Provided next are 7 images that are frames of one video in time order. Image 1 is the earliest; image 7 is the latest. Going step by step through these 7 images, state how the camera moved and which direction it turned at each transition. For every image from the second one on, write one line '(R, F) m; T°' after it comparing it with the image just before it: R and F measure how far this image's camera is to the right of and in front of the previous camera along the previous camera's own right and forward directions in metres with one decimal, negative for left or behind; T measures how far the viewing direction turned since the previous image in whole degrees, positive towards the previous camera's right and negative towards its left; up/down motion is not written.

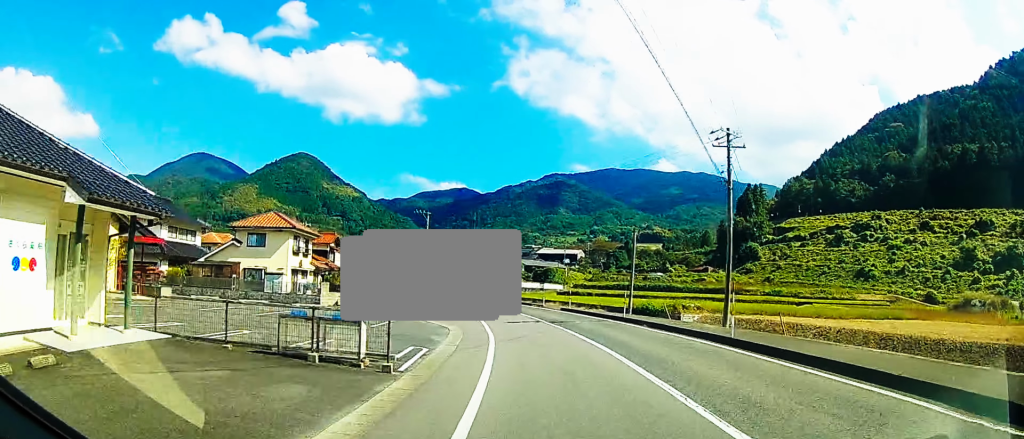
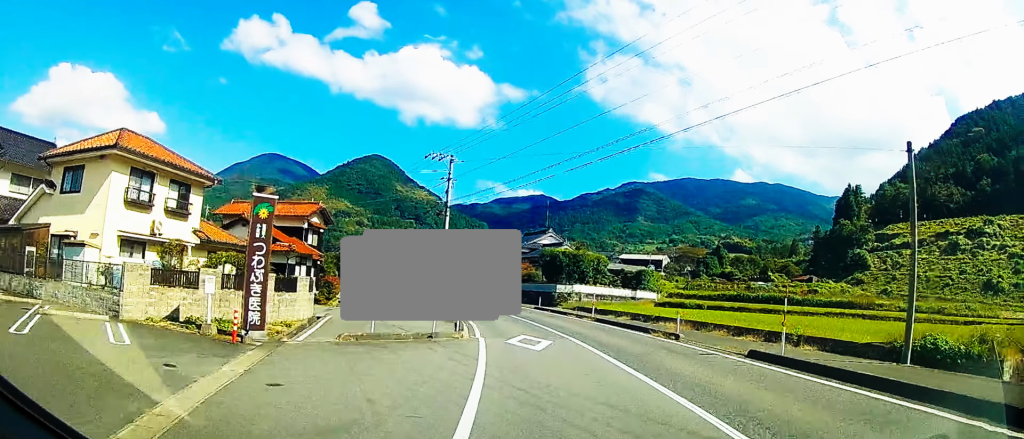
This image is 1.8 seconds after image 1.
(-1.6, +25.5) m; -7°
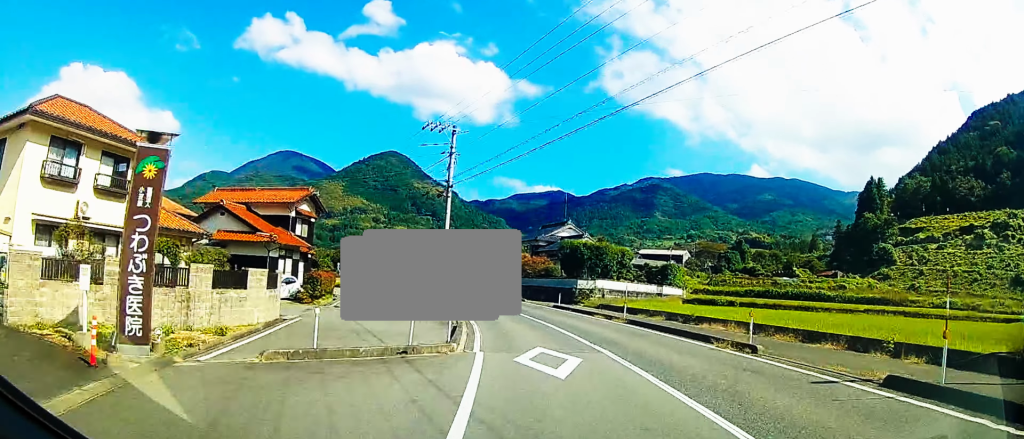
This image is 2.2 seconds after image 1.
(0.0, +5.2) m; -2°
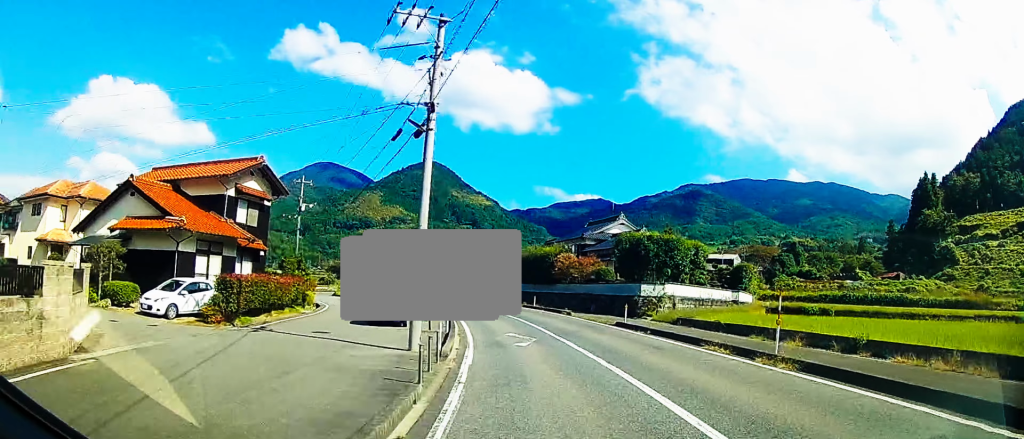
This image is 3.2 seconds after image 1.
(-0.5, +12.9) m; -4°
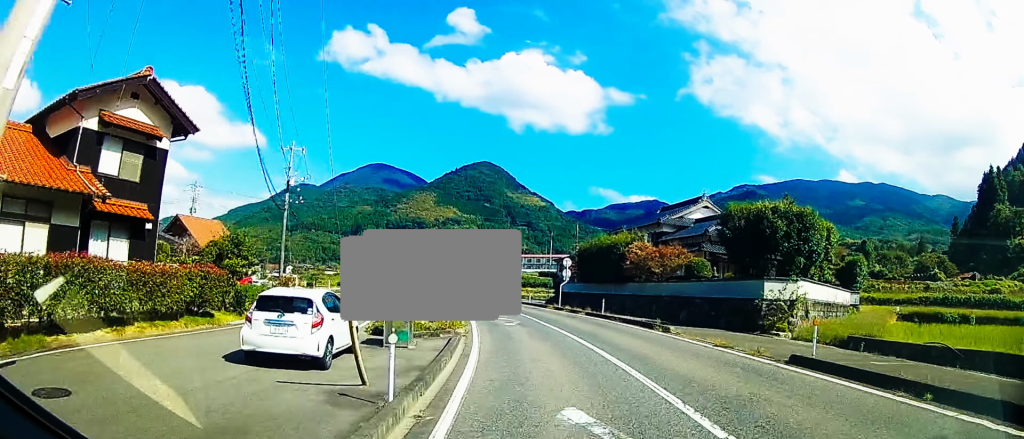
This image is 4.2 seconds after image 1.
(-0.5, +12.9) m; -4°
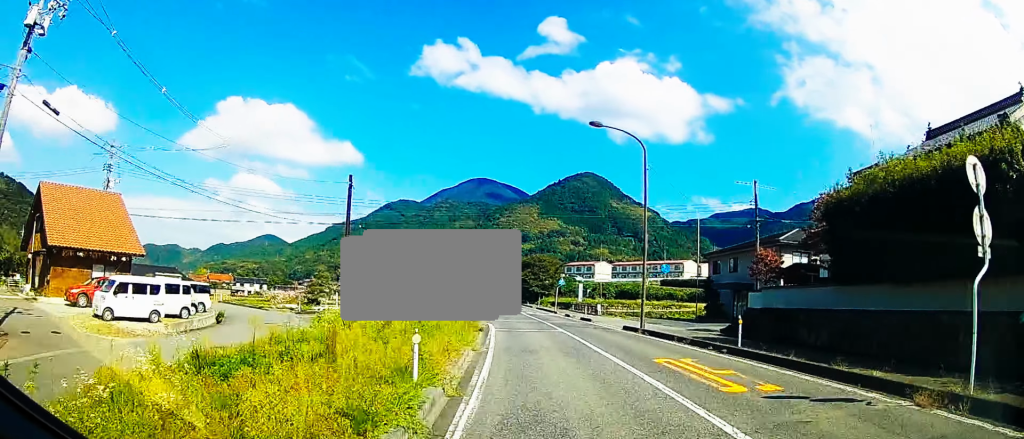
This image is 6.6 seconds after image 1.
(-2.6, +27.7) m; -11°
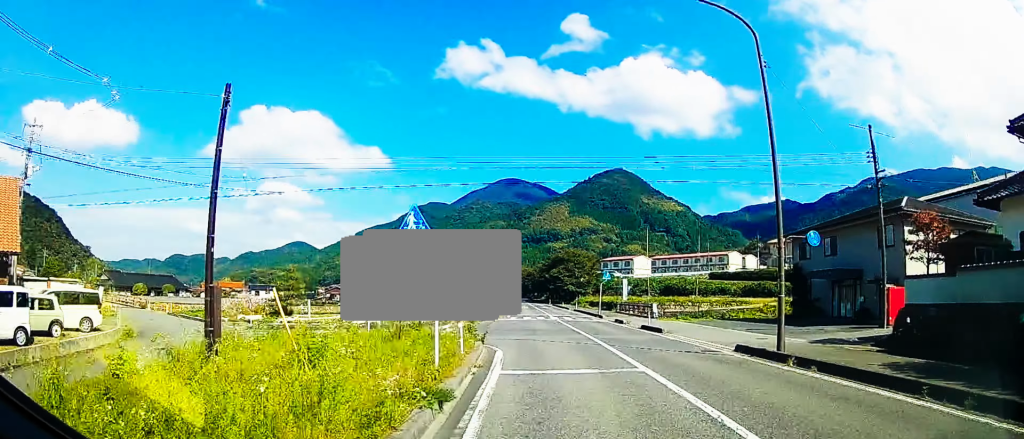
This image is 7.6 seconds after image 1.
(-0.5, +11.3) m; -4°
